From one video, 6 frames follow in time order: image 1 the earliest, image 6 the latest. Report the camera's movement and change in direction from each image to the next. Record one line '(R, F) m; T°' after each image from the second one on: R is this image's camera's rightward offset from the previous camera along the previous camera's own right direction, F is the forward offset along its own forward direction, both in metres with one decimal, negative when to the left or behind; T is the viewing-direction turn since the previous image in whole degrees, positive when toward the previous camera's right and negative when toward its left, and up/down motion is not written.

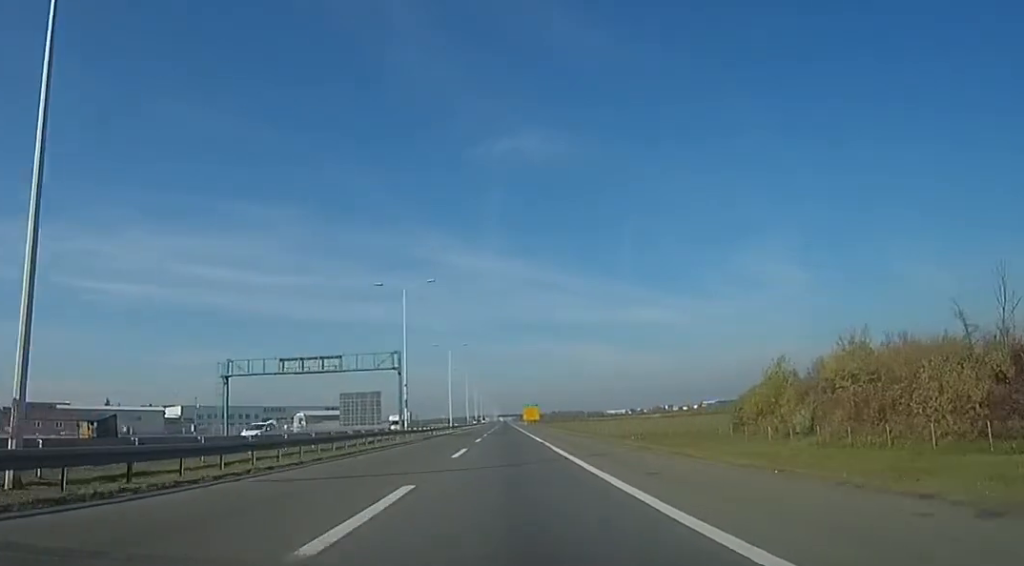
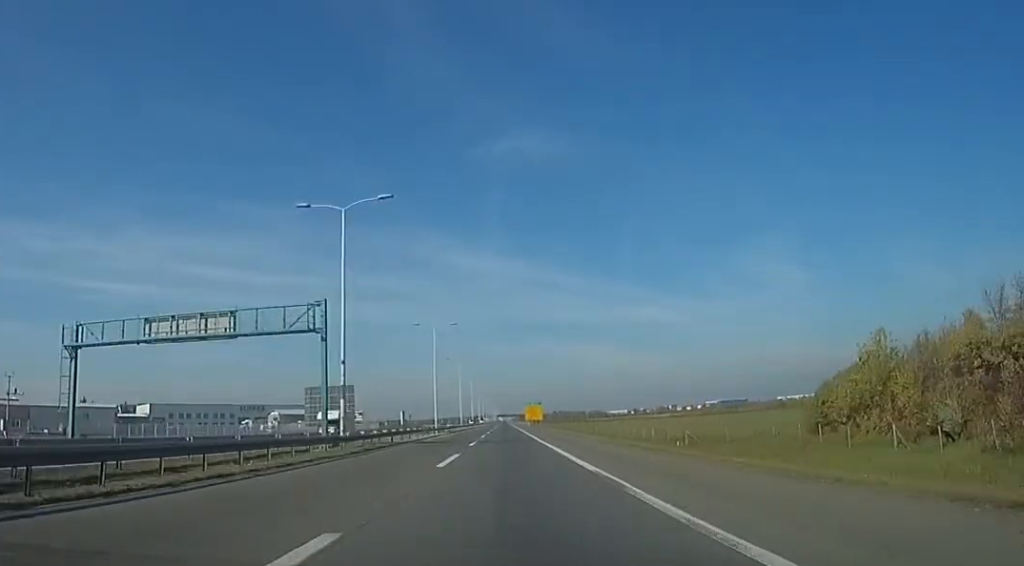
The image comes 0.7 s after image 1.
(+0.4, +20.8) m; +1°
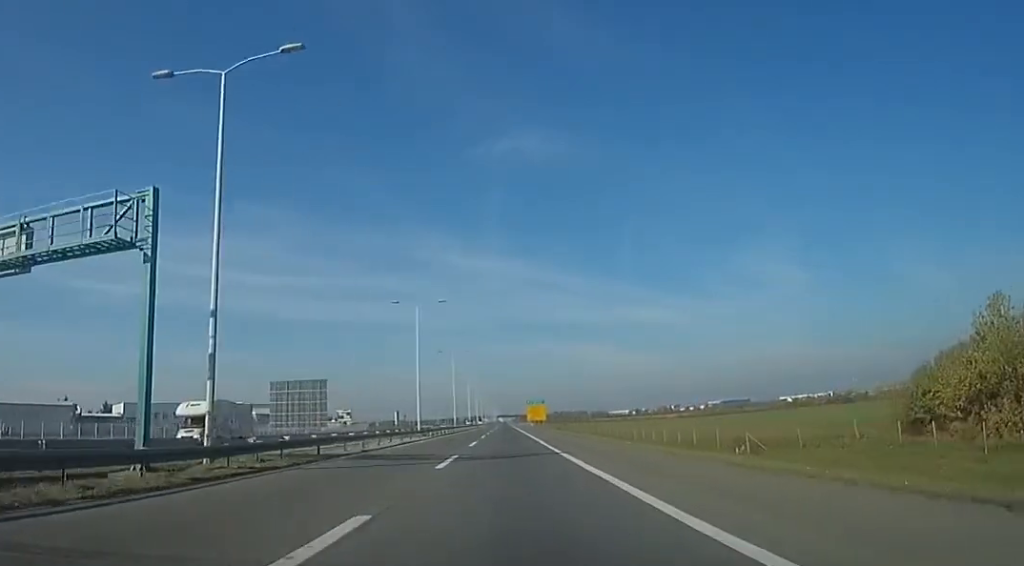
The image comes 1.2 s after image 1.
(+0.8, +15.0) m; +1°
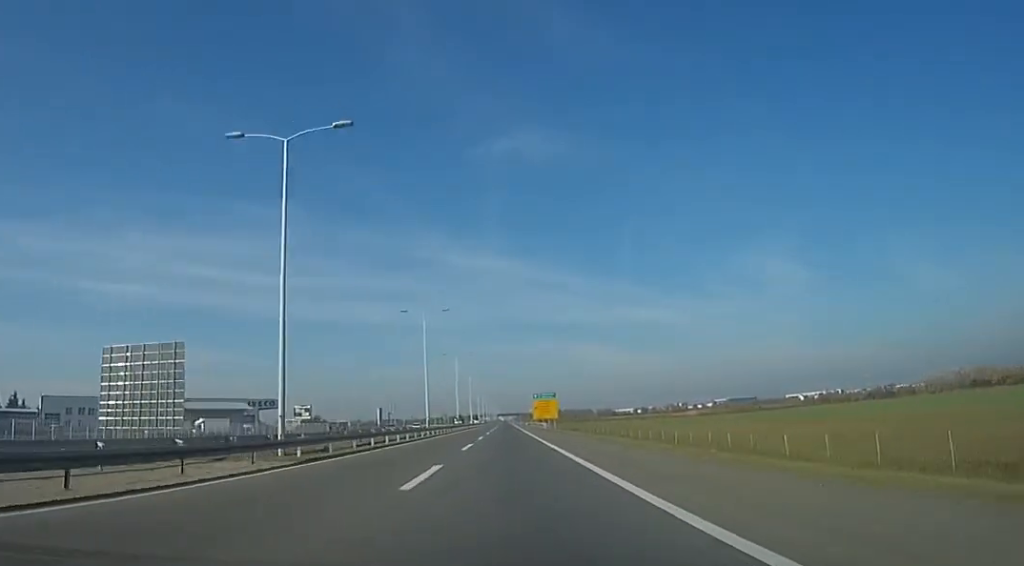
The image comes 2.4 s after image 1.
(-0.9, +37.9) m; -2°
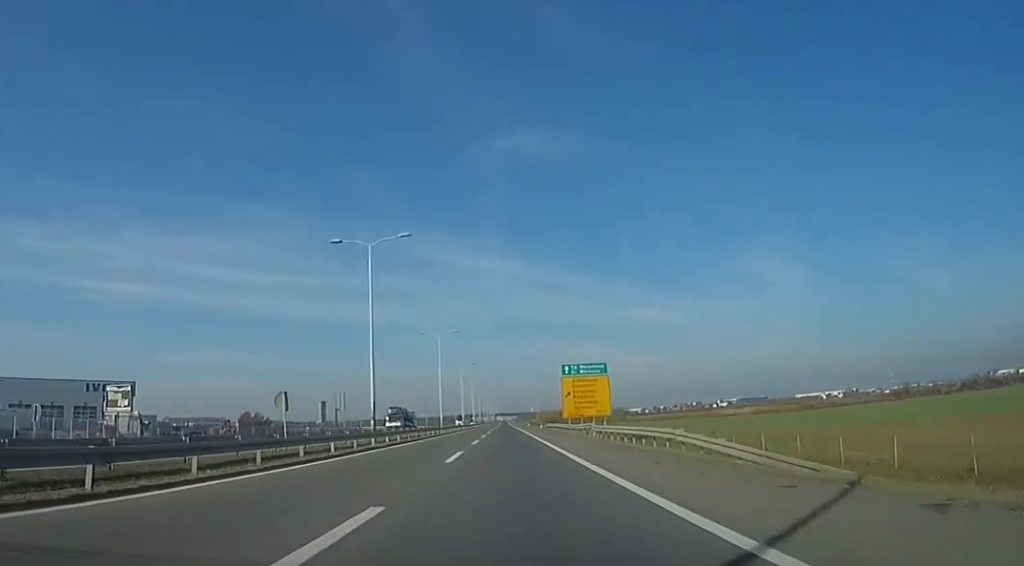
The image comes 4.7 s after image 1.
(0.0, +71.2) m; 0°
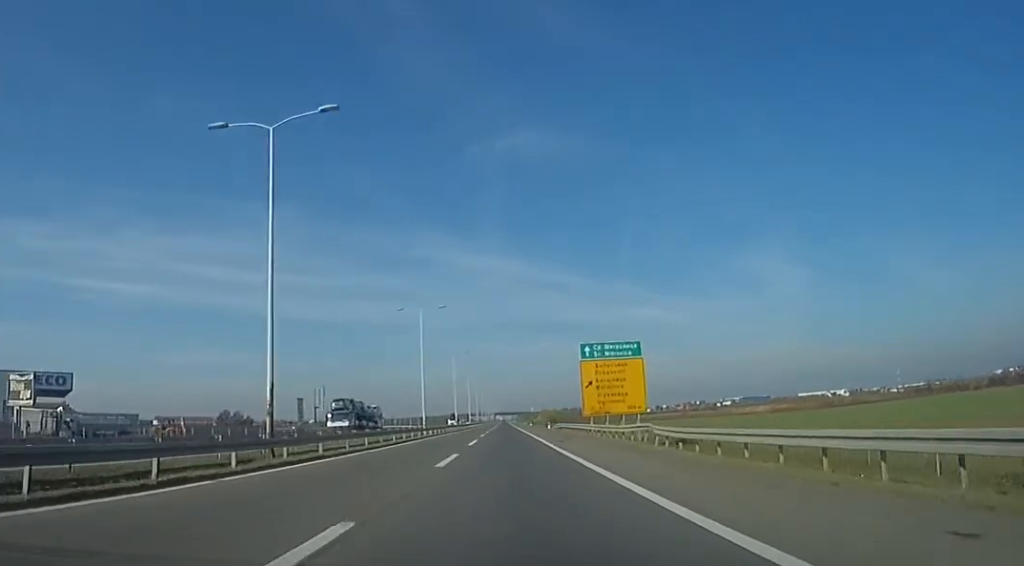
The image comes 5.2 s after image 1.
(0.0, +17.7) m; 0°
